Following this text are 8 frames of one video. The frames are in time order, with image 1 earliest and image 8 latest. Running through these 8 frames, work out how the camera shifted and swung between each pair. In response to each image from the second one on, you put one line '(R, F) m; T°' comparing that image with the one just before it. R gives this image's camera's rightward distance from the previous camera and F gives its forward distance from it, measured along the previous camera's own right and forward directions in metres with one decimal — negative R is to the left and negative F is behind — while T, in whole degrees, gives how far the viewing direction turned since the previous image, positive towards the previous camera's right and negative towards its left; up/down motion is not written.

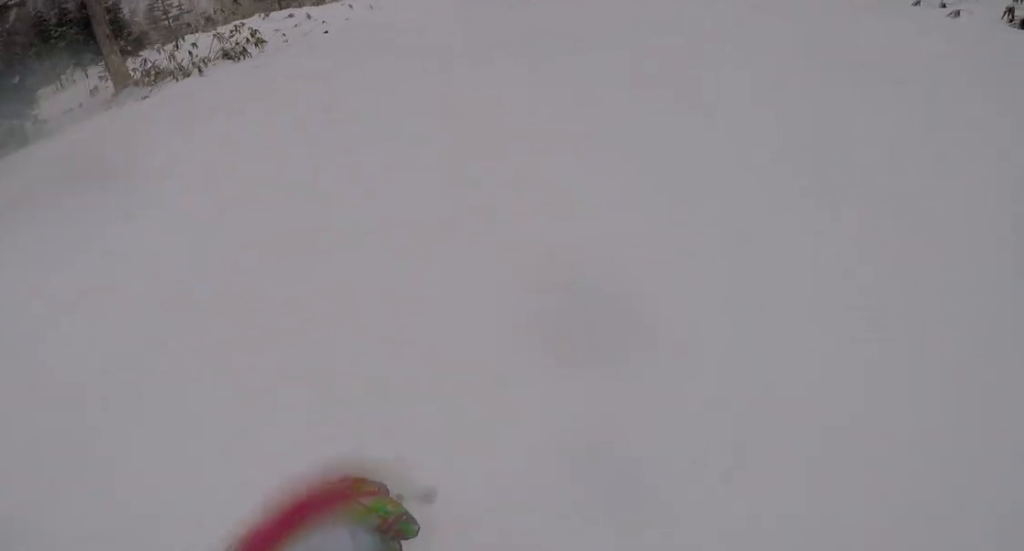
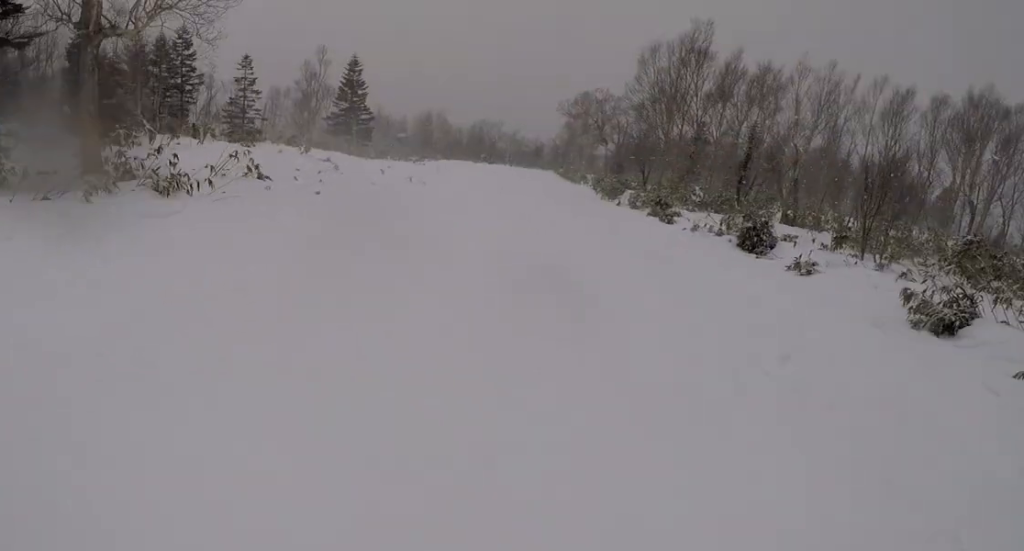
(+0.5, +3.7) m; +5°
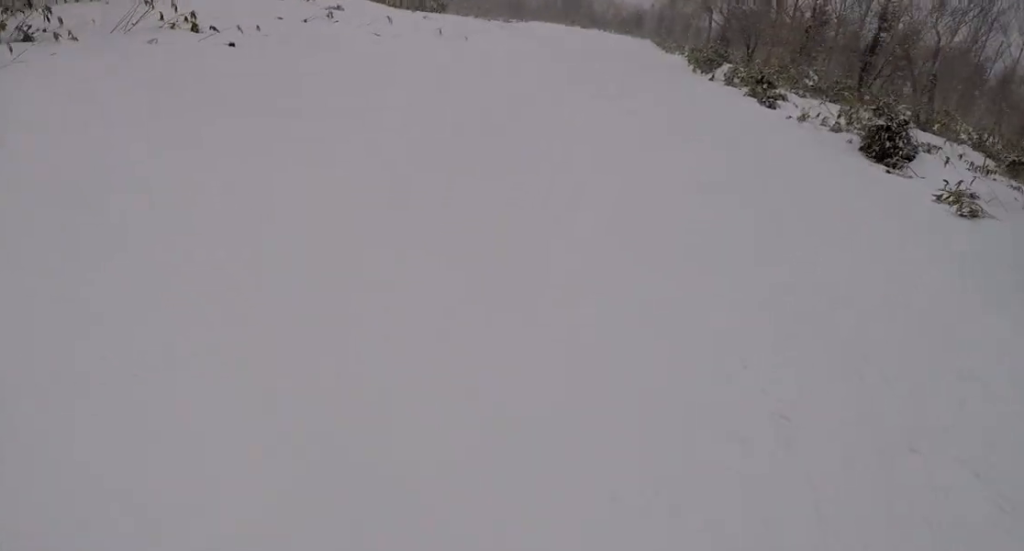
(+0.1, +5.2) m; -4°
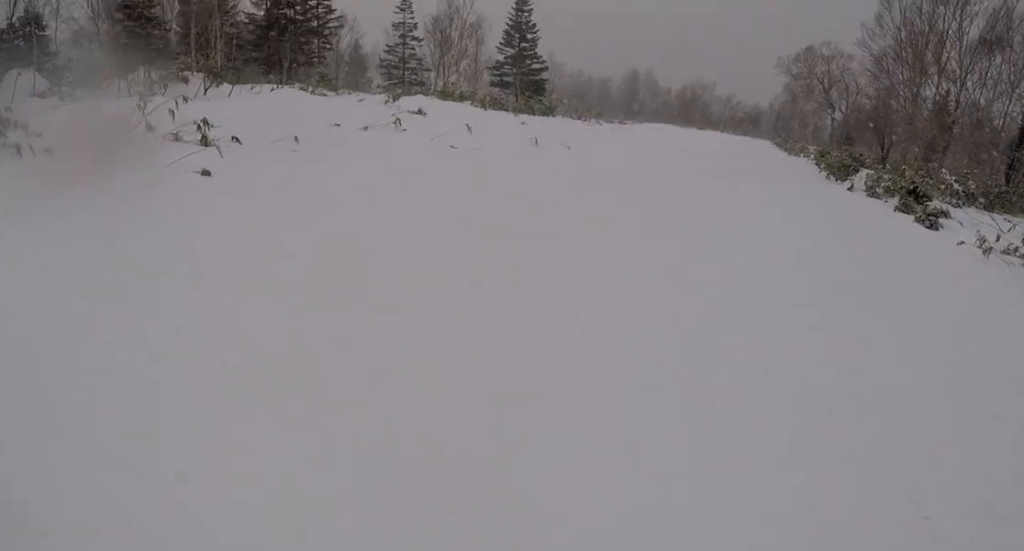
(-0.1, +4.4) m; -5°
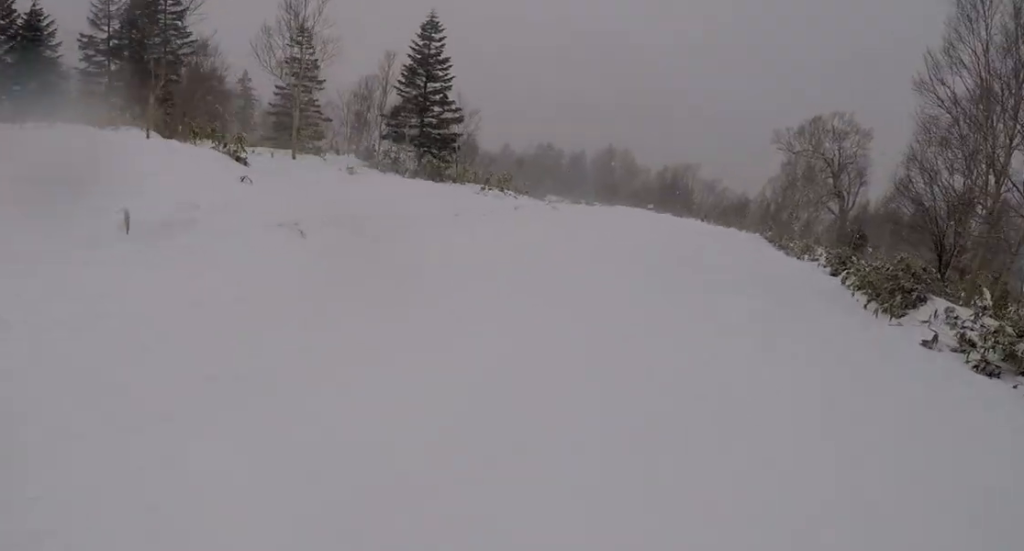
(-0.4, +13.7) m; -3°
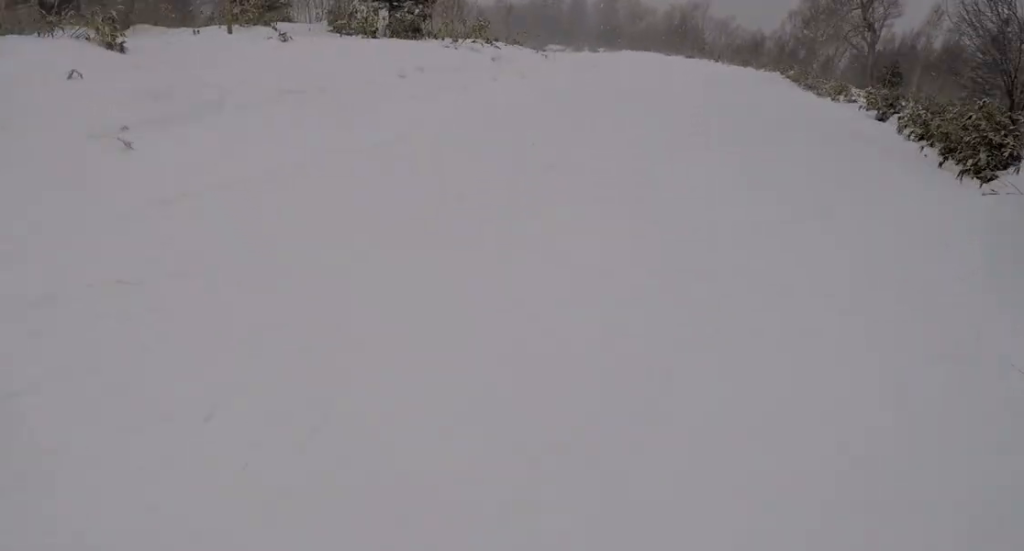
(-0.3, +3.4) m; -4°
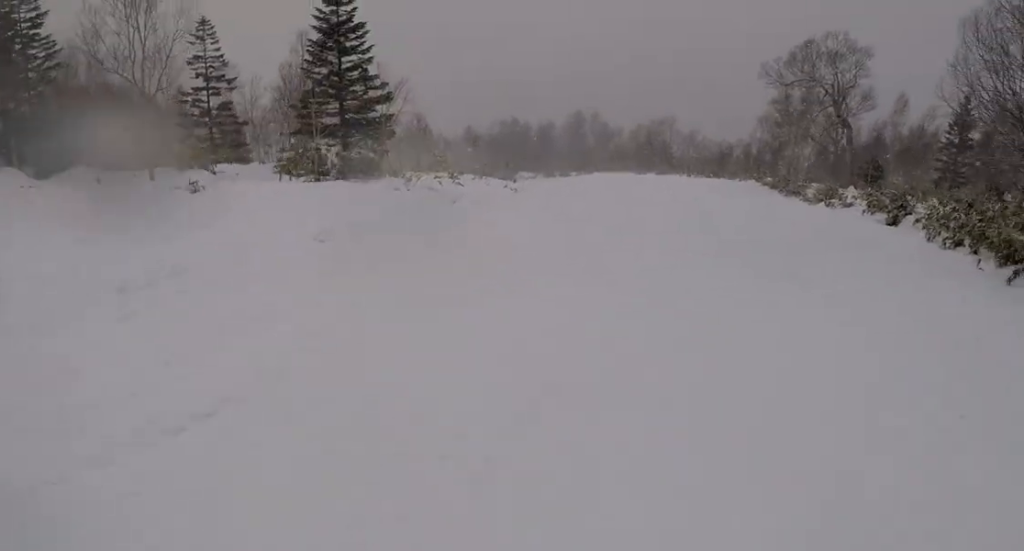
(-0.1, +3.5) m; 0°
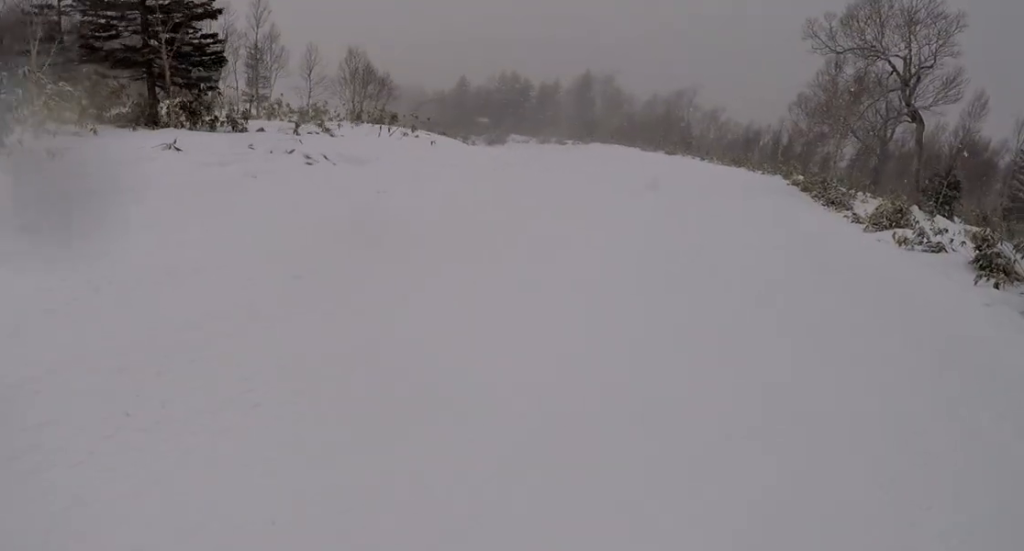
(+1.2, +10.2) m; +7°
